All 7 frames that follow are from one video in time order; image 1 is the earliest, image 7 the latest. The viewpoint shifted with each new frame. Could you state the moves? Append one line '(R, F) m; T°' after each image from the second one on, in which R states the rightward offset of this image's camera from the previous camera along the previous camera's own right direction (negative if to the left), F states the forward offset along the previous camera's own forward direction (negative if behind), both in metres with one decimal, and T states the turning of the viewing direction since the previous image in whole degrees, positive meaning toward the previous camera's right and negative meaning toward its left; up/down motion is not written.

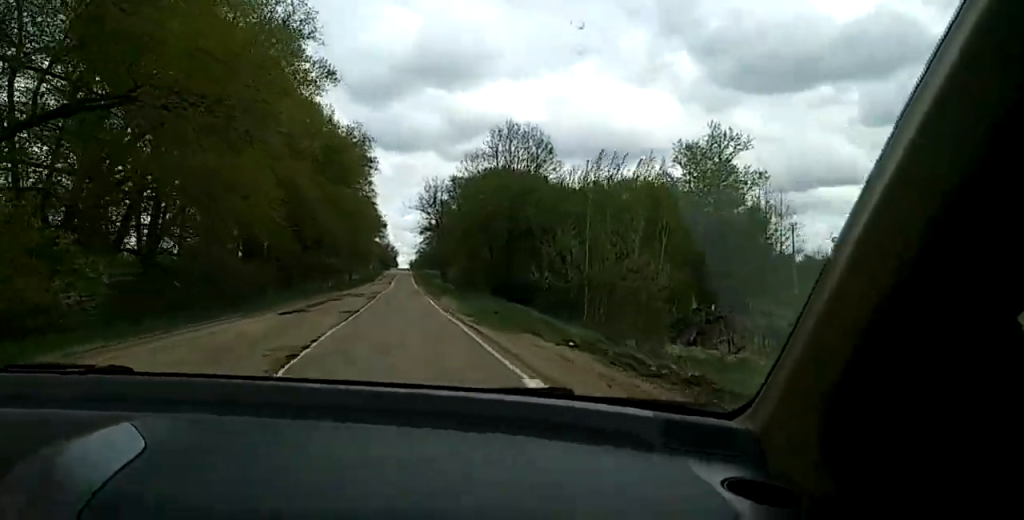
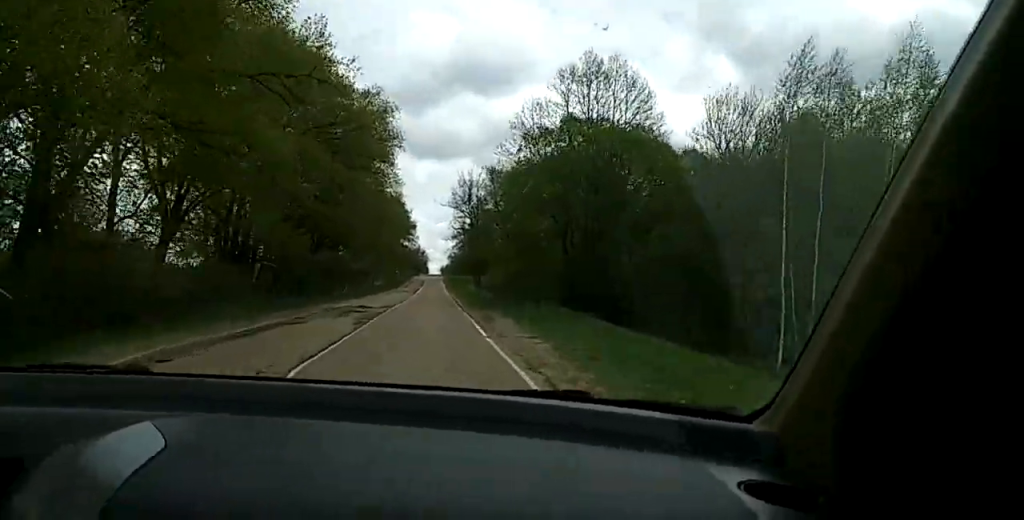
(+0.4, +24.7) m; +1°
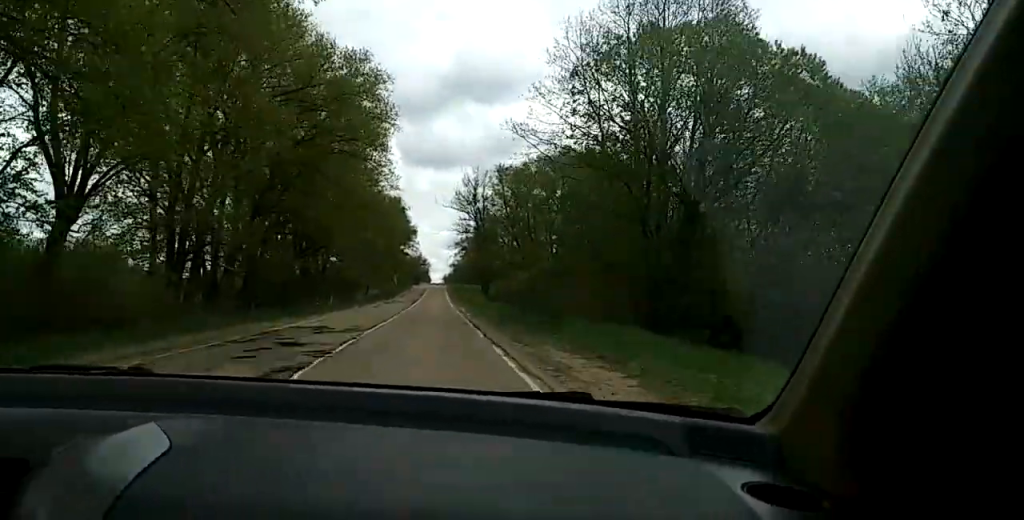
(0.0, +18.7) m; 0°
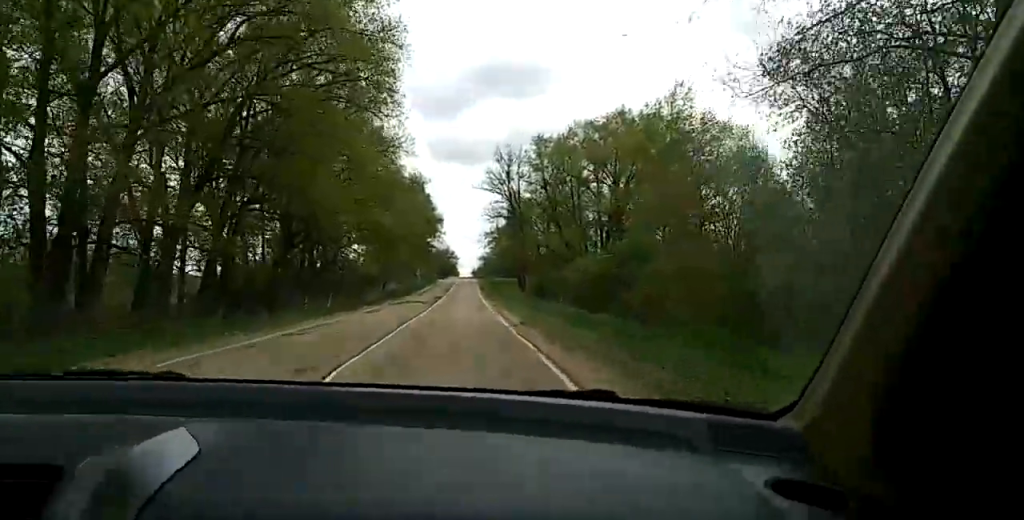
(-0.2, +24.2) m; -1°
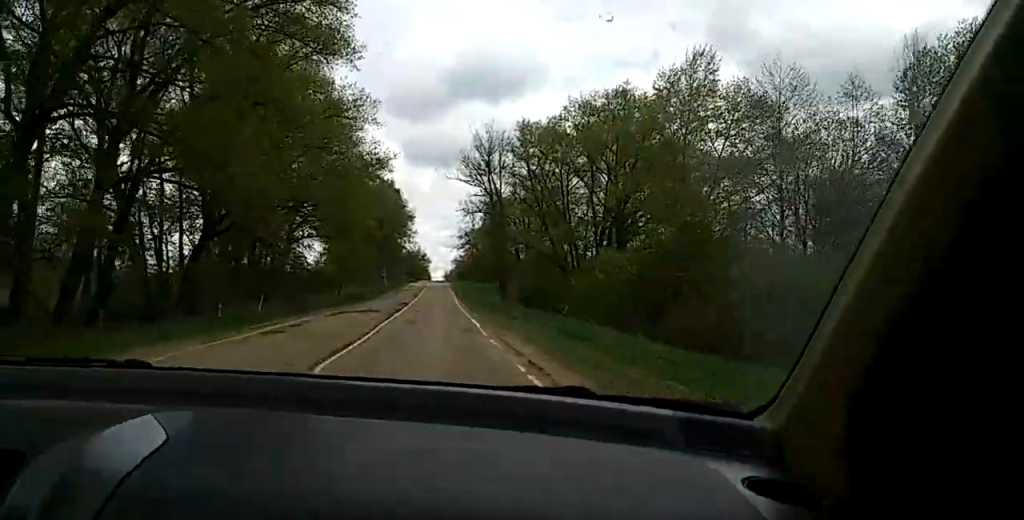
(-0.2, +15.2) m; -1°
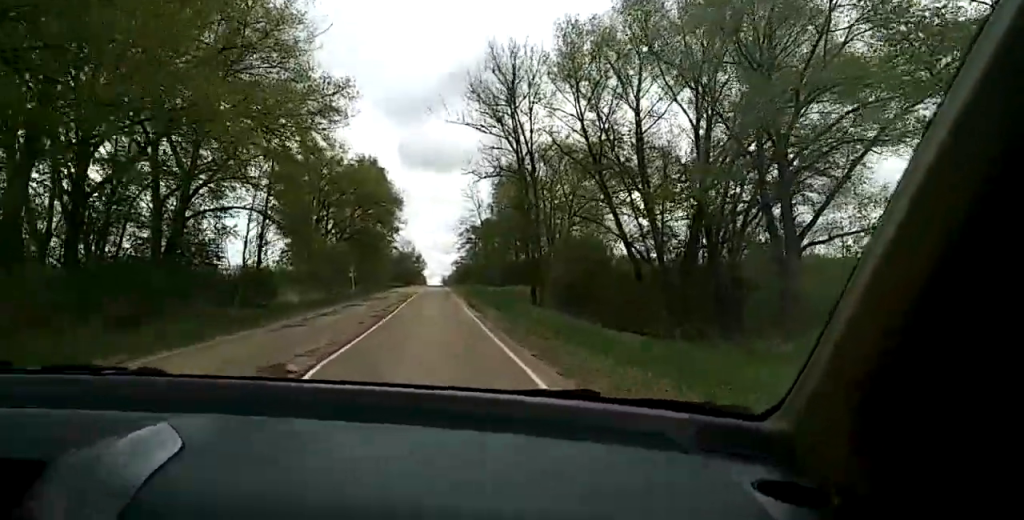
(+0.2, +34.9) m; 0°
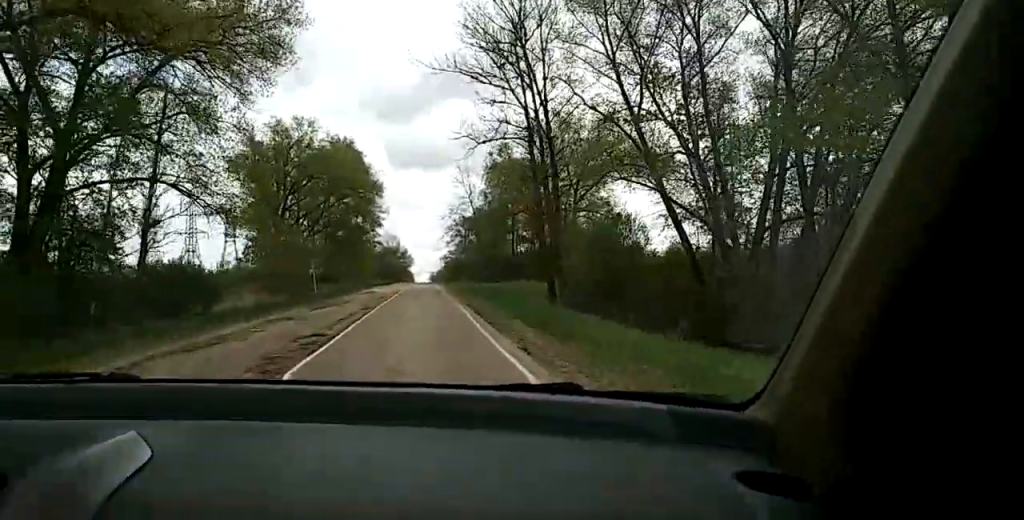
(0.0, +13.7) m; 0°
